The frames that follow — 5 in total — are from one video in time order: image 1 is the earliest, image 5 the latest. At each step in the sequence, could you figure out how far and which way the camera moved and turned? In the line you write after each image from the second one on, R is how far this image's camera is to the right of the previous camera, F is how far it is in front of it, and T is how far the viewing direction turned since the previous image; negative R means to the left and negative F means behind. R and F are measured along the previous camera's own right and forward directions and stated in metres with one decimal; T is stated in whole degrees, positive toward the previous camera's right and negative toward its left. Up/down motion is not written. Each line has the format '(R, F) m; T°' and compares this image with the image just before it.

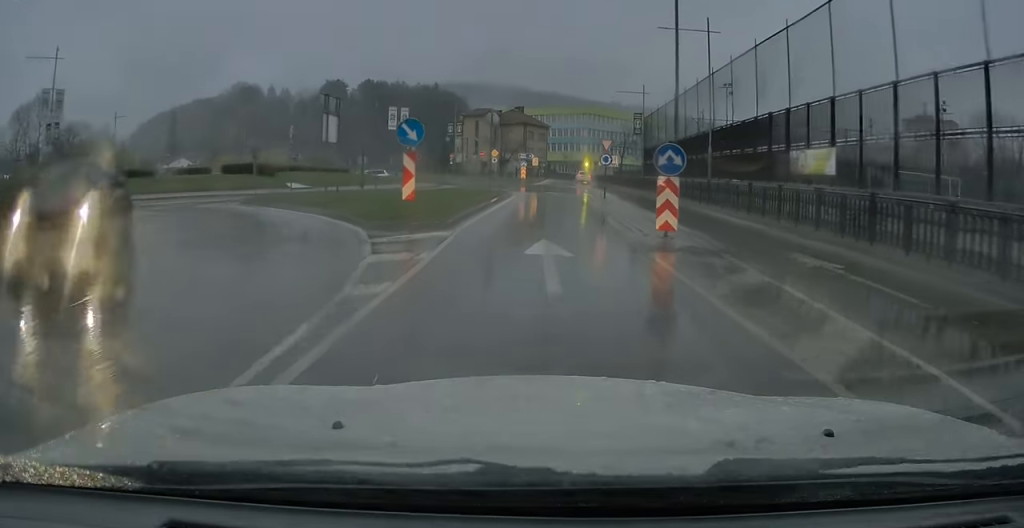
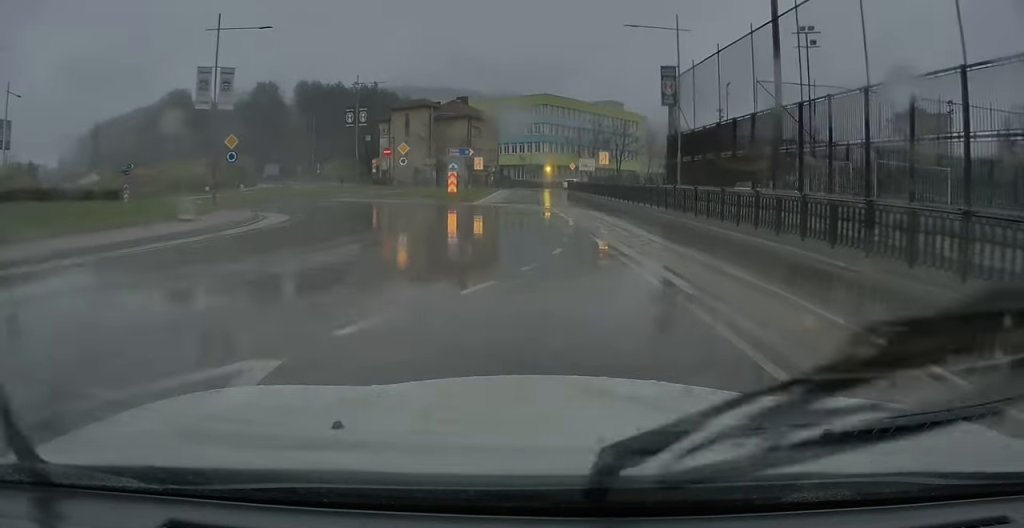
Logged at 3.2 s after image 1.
(+1.2, +27.8) m; +3°
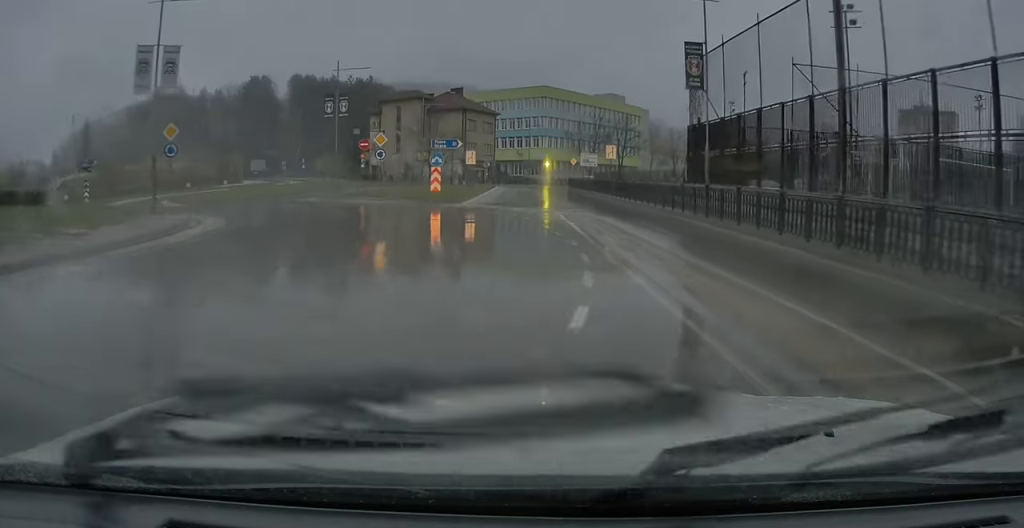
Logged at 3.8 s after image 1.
(0.0, +5.3) m; -3°
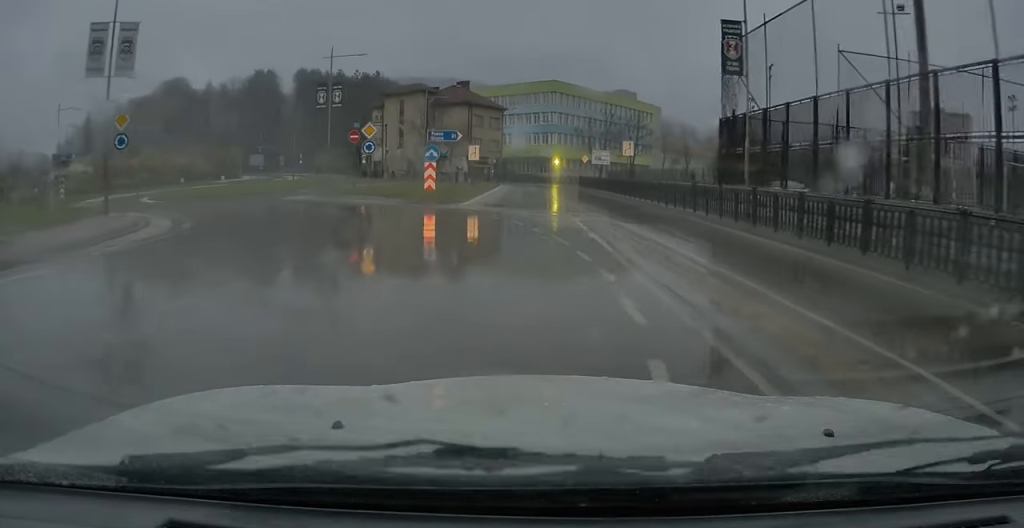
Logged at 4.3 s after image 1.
(-0.2, +3.9) m; -5°
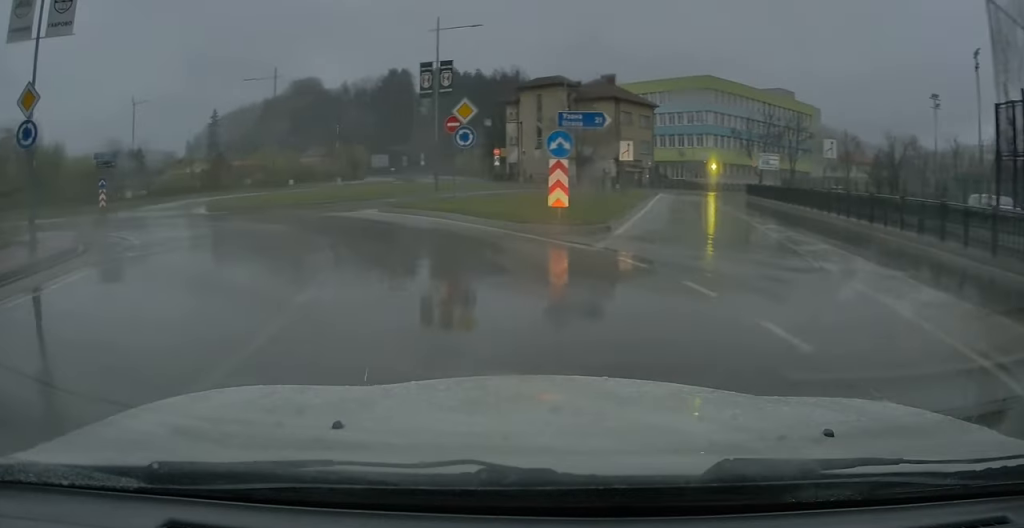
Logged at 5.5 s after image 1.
(-1.2, +9.8) m; -17°
